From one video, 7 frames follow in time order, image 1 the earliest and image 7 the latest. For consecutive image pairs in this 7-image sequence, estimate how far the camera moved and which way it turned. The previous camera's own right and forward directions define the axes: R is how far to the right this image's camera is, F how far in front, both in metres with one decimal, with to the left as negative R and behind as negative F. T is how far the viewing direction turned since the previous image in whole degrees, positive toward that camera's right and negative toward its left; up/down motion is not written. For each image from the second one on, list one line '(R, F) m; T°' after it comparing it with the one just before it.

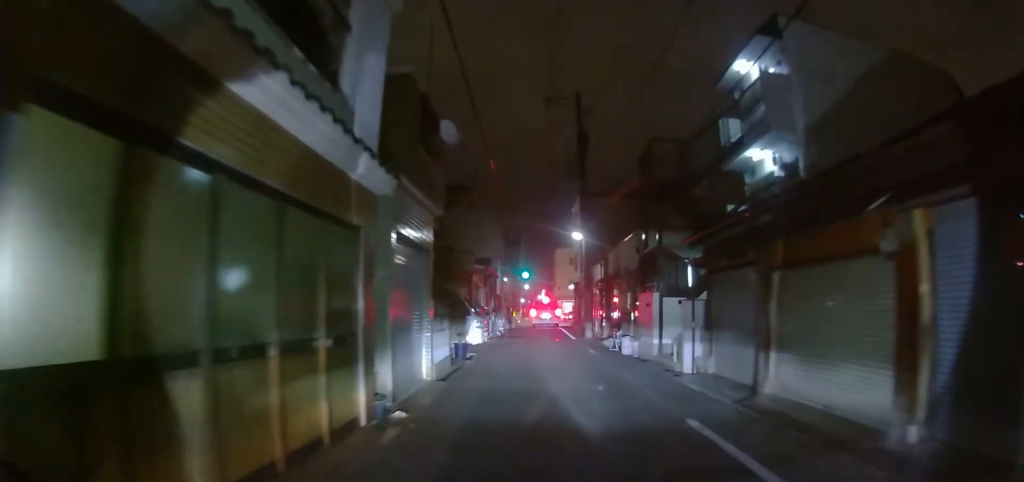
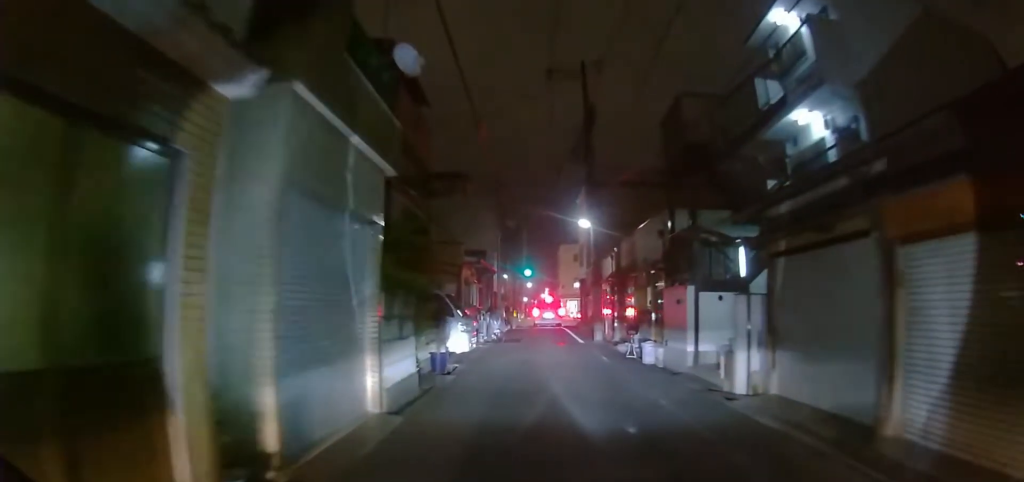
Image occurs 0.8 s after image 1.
(0.0, +2.8) m; +1°
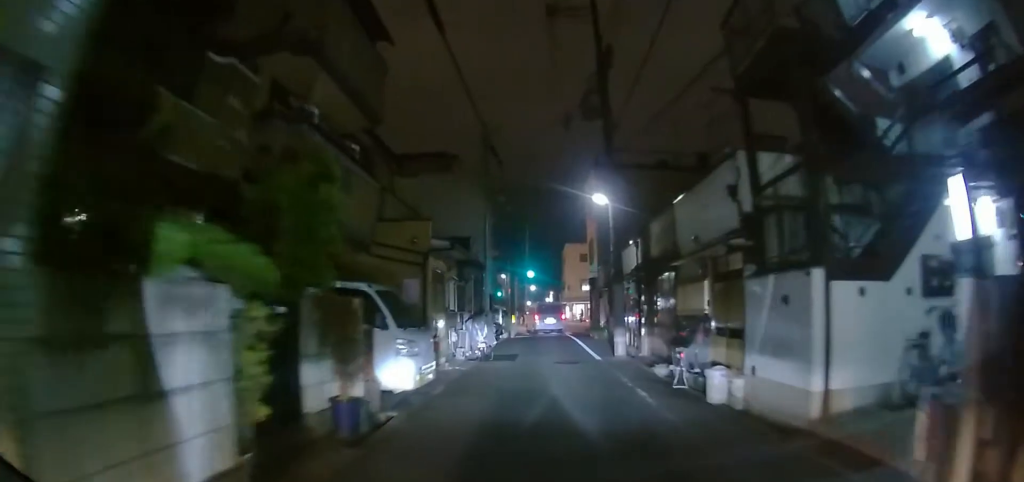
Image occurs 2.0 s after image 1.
(+0.1, +4.6) m; 0°
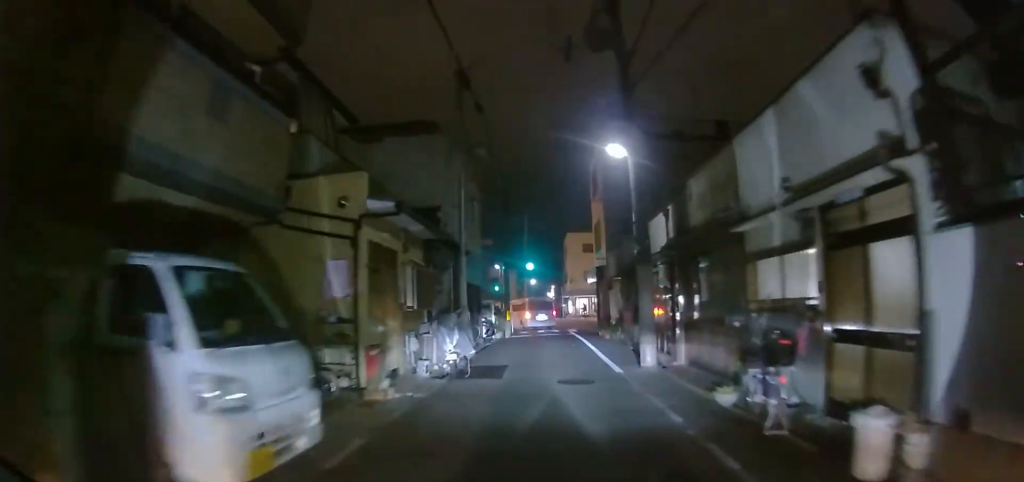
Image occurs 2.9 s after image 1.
(0.0, +4.5) m; -1°
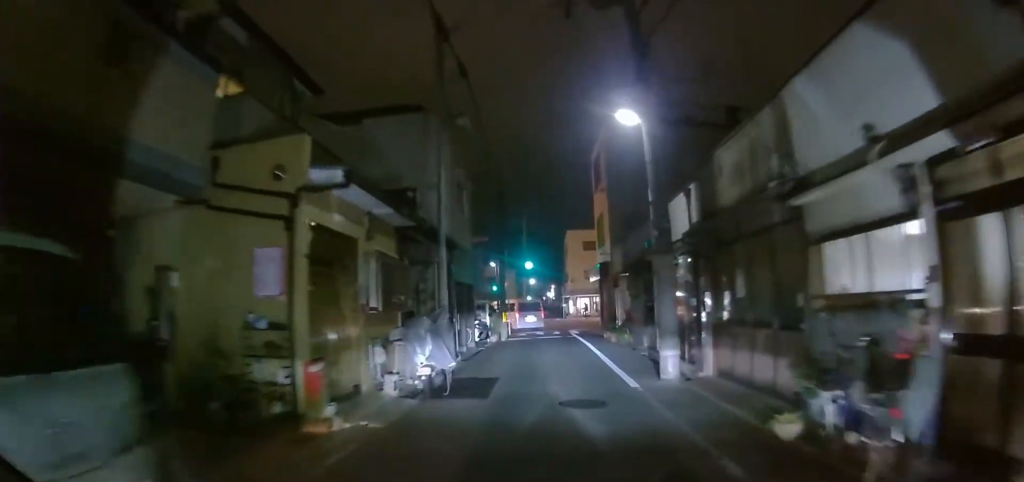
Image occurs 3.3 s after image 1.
(0.0, +2.1) m; -1°
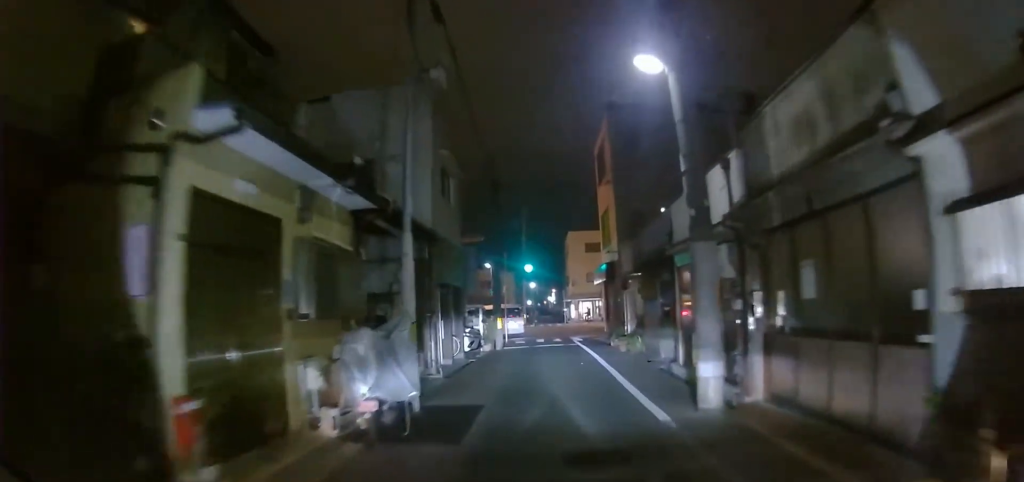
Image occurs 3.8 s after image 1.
(0.0, +2.5) m; -1°
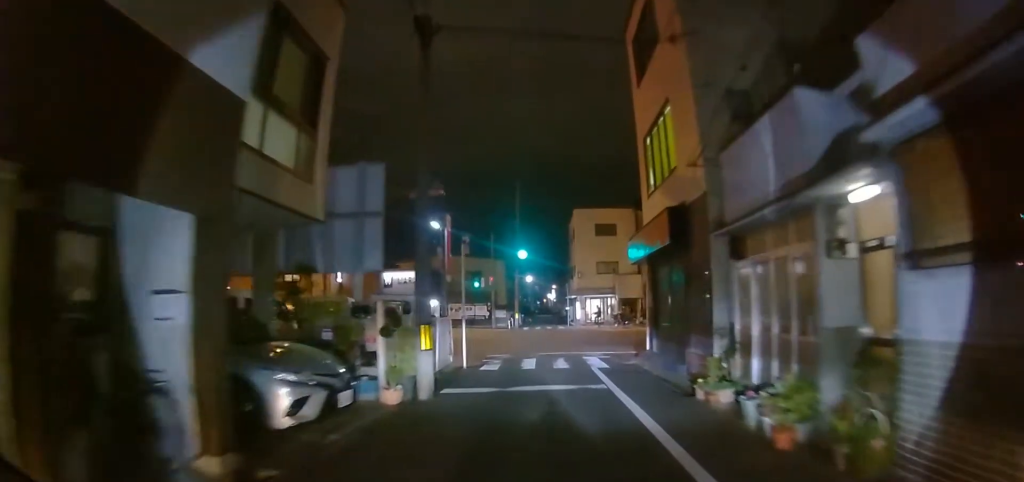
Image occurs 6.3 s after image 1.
(-0.5, +12.0) m; -3°
